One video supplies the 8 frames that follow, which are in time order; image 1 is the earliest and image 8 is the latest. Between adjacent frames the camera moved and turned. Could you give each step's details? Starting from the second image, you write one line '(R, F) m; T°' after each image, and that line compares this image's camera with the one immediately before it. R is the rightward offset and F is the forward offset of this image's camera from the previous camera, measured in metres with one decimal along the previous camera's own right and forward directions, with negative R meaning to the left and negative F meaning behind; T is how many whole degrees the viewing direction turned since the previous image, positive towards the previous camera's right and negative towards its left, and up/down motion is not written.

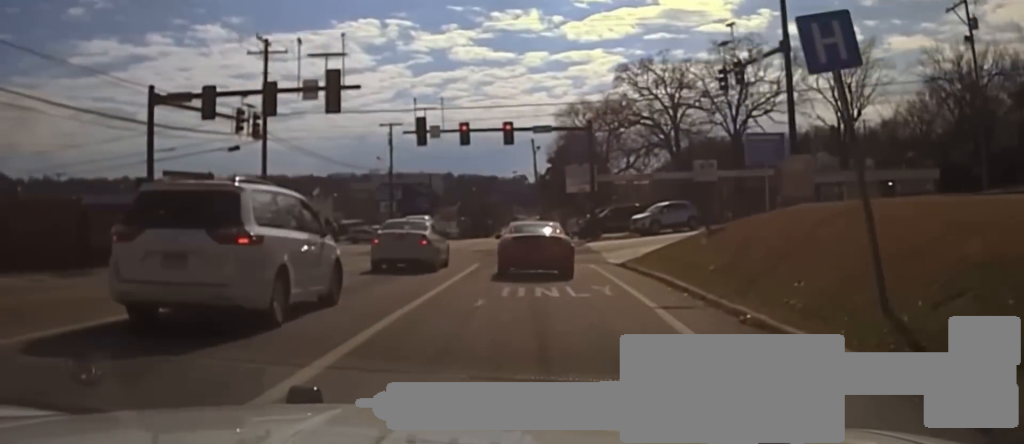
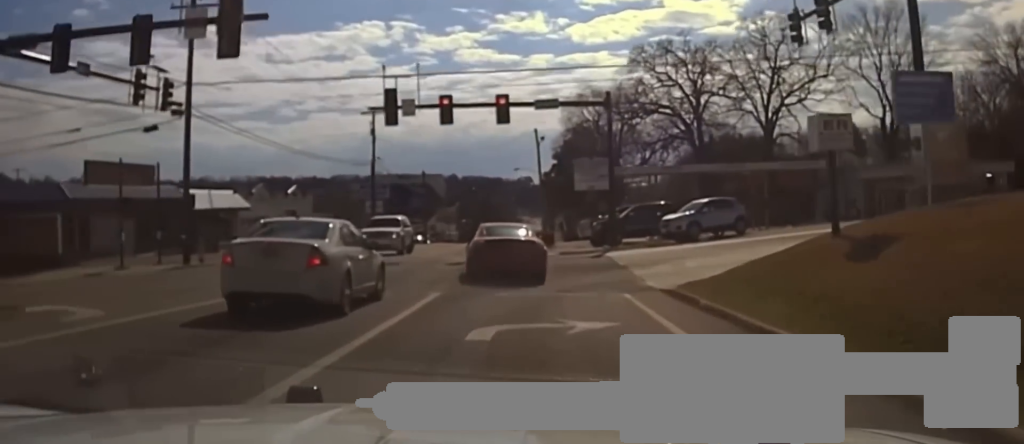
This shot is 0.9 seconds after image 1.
(-0.1, +11.4) m; -1°
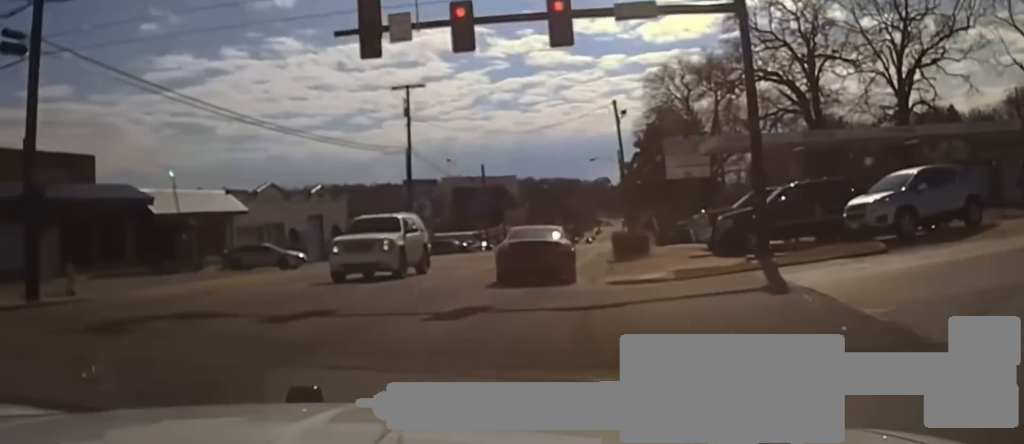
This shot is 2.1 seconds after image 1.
(-0.5, +16.0) m; -4°
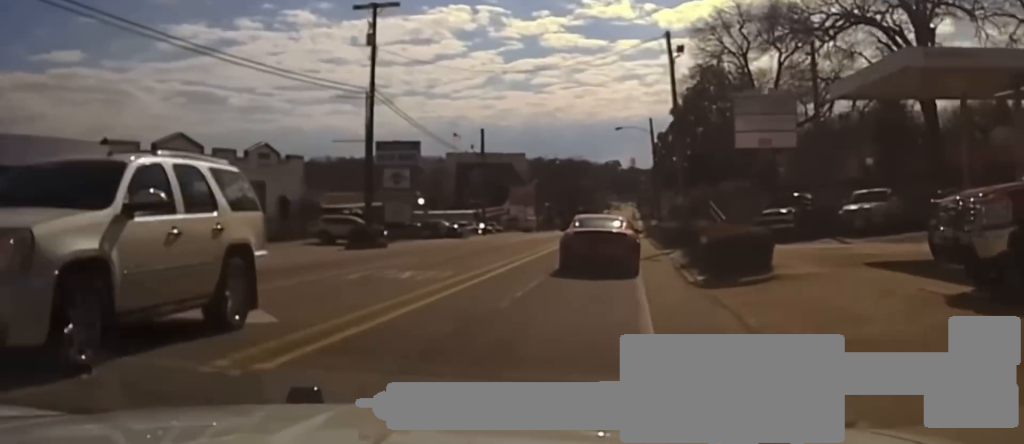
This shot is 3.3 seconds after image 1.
(-0.7, +16.9) m; -2°
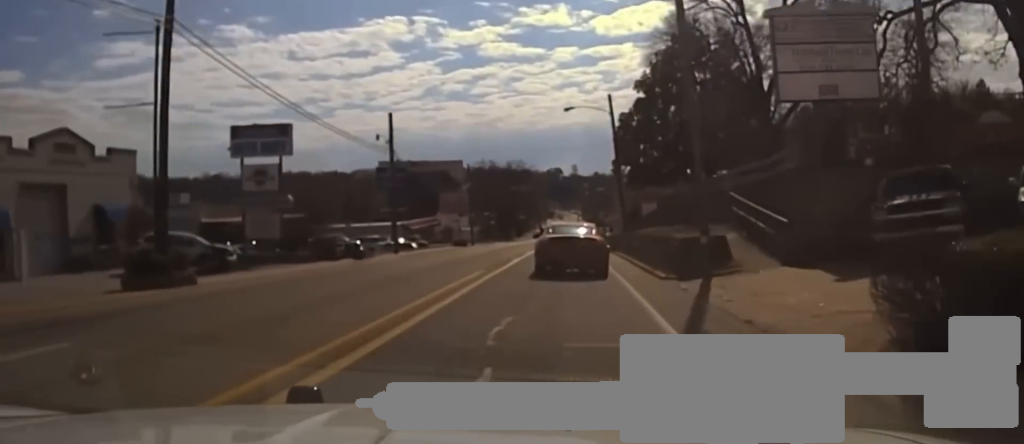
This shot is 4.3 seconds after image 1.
(+0.3, +18.4) m; +3°
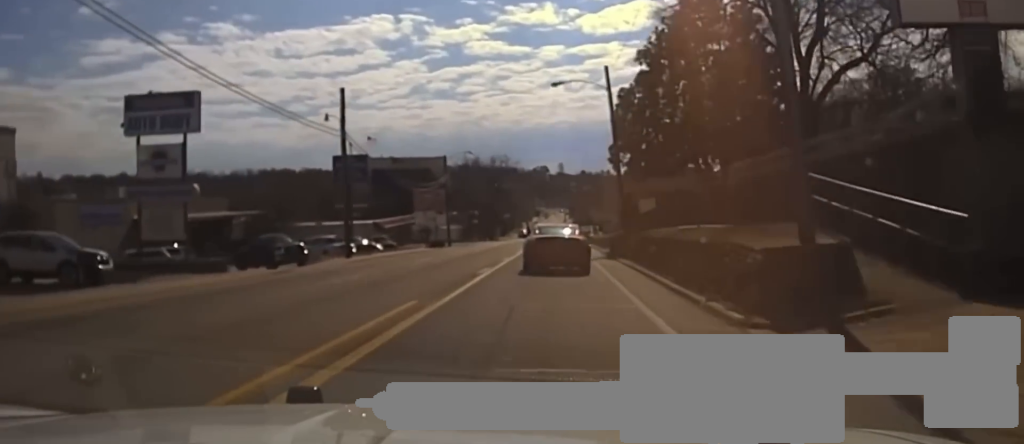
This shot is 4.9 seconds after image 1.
(+0.2, +11.0) m; +2°
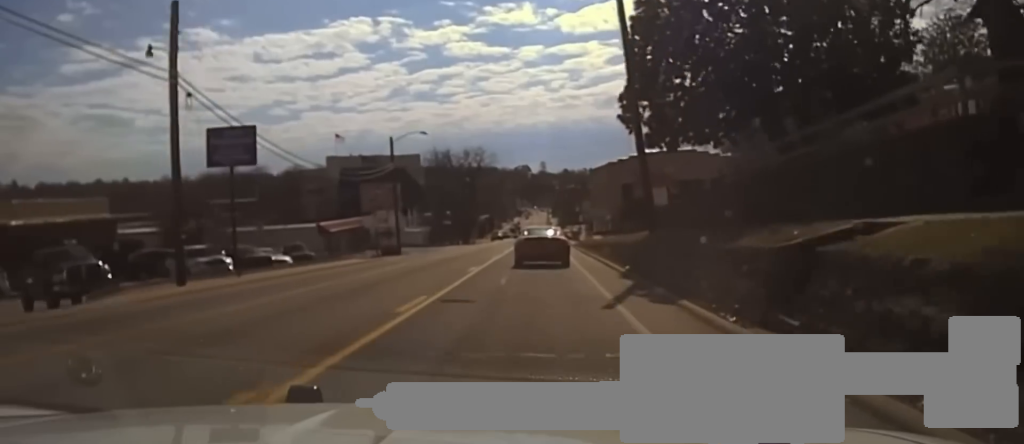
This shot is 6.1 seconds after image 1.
(+0.4, +22.2) m; +1°
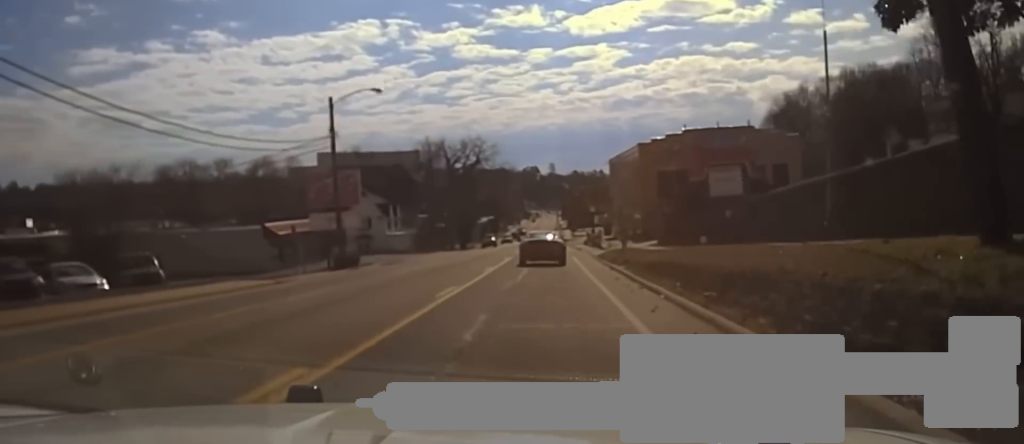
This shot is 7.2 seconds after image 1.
(0.0, +22.4) m; +1°
